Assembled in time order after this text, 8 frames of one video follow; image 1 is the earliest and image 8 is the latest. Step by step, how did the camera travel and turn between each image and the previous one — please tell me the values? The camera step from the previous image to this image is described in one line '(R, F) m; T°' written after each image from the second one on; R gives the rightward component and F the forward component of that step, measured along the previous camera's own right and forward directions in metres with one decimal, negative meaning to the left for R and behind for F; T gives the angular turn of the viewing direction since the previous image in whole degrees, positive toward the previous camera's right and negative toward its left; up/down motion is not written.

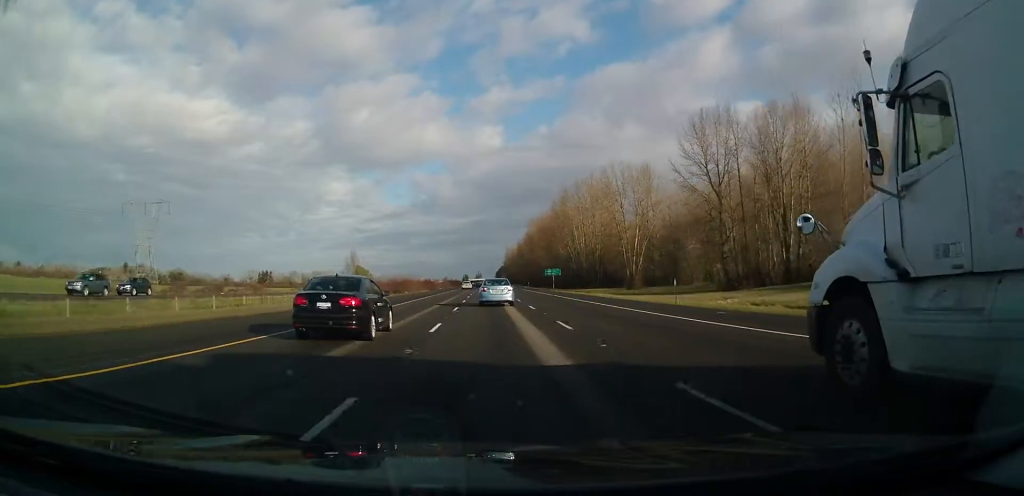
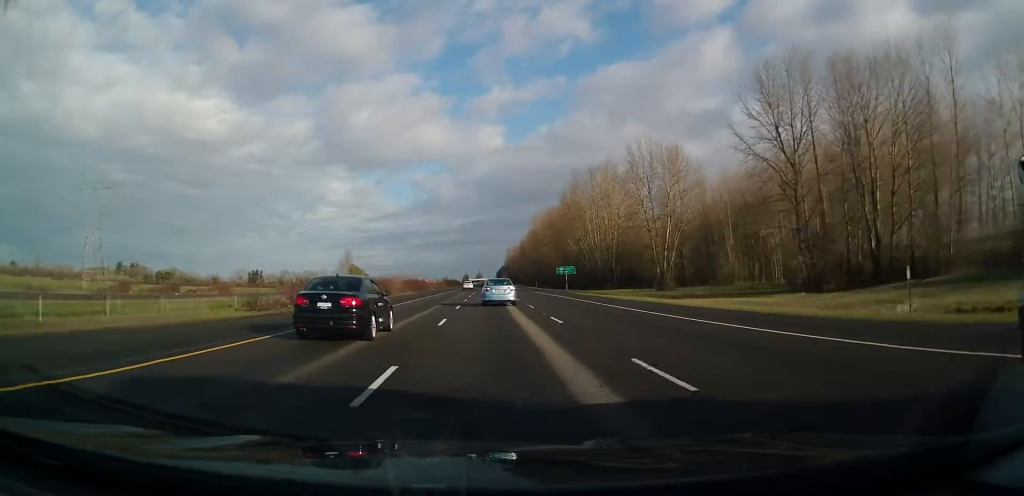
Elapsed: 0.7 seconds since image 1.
(0.0, +21.8) m; 0°
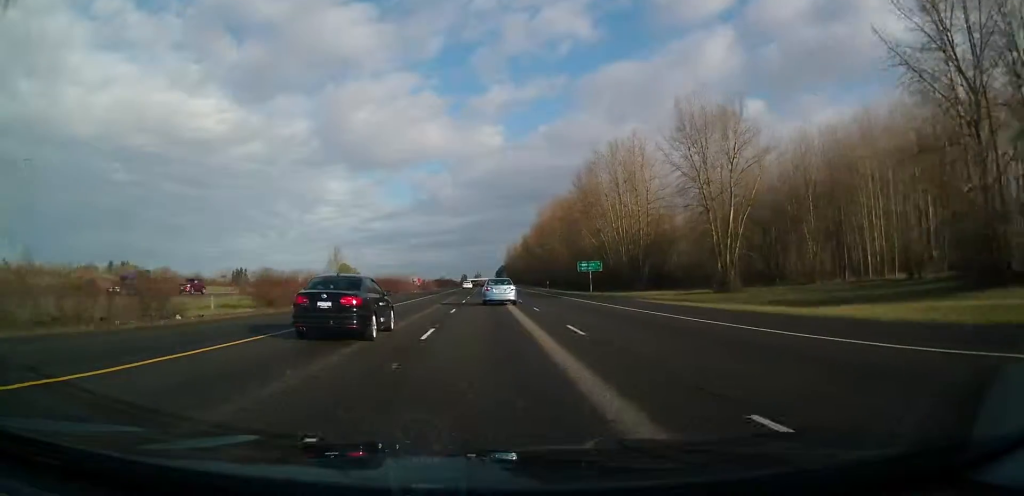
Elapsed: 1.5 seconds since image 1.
(0.0, +28.5) m; 0°
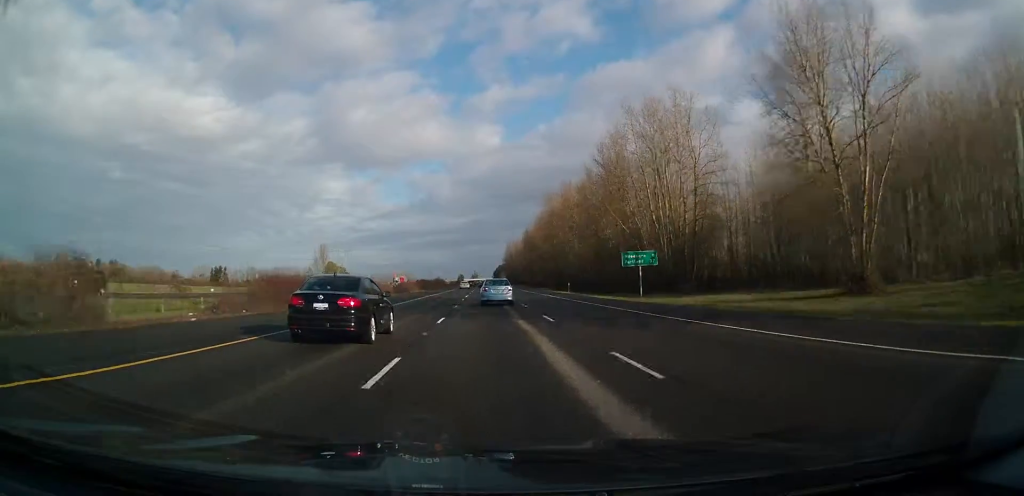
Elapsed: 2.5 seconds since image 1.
(-0.1, +30.8) m; 0°
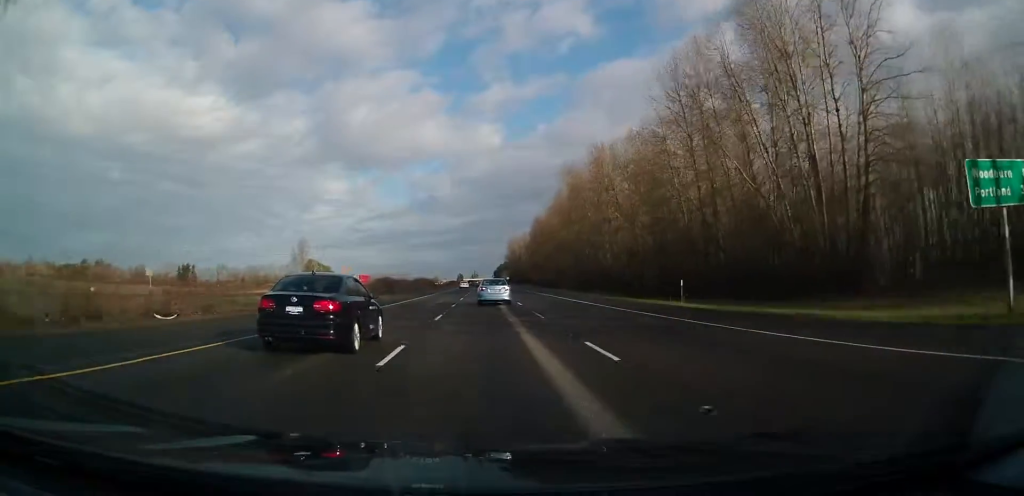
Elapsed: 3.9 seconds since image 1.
(+0.2, +46.3) m; 0°
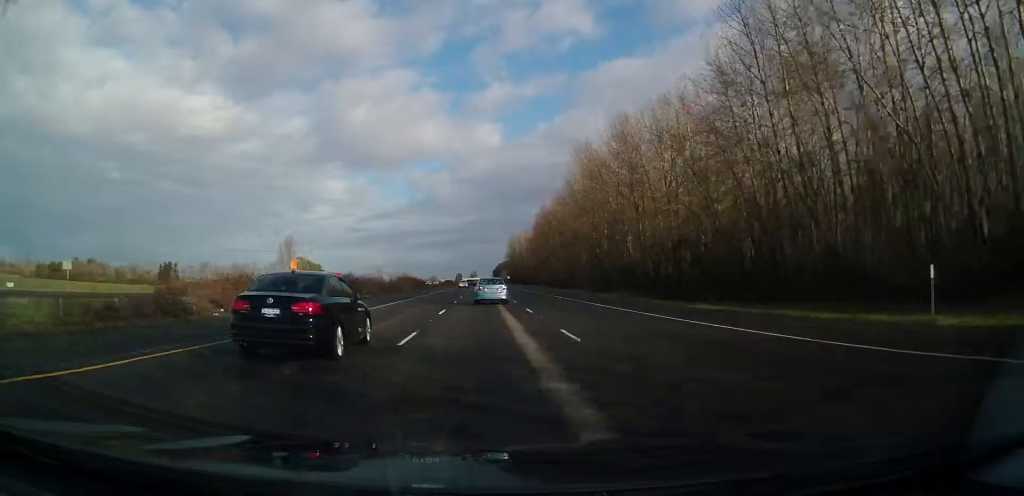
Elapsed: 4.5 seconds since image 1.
(0.0, +21.1) m; 0°
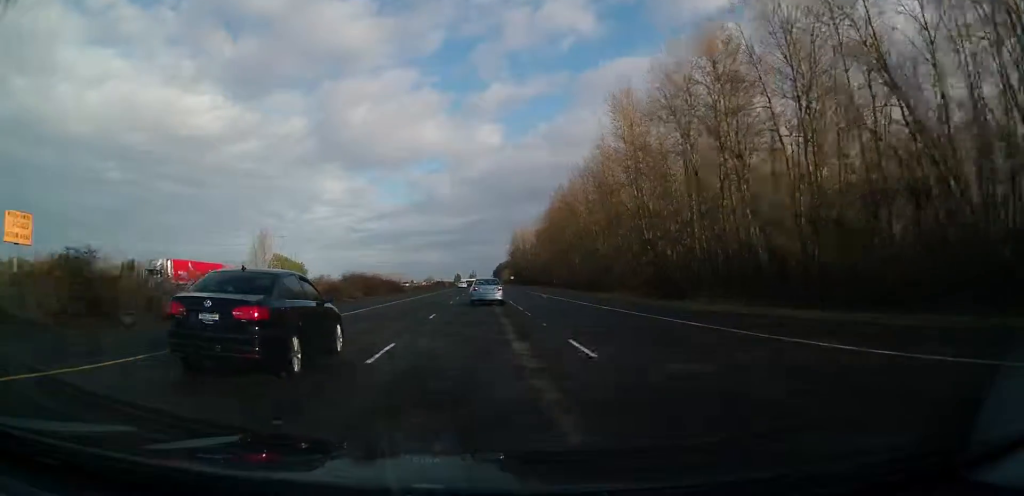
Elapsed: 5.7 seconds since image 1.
(-0.2, +39.2) m; 0°
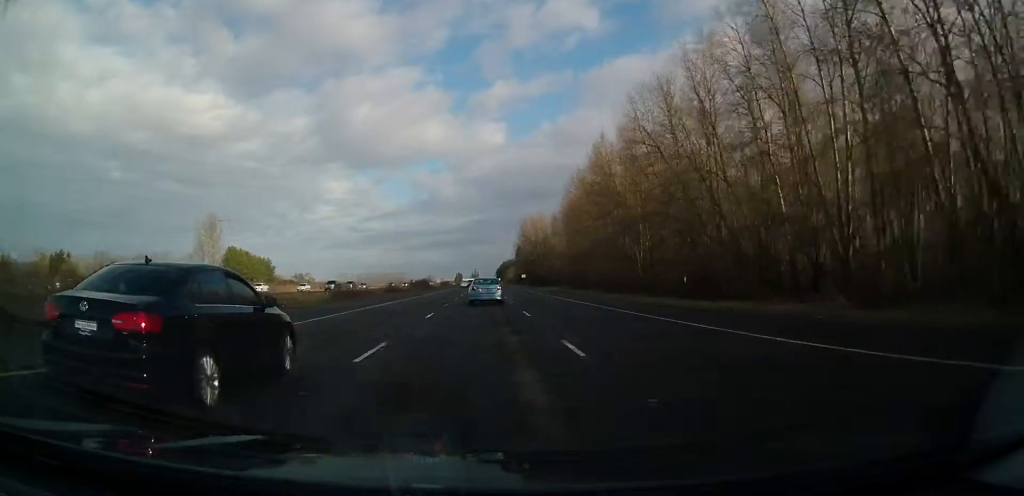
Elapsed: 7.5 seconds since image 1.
(0.0, +61.0) m; 0°
